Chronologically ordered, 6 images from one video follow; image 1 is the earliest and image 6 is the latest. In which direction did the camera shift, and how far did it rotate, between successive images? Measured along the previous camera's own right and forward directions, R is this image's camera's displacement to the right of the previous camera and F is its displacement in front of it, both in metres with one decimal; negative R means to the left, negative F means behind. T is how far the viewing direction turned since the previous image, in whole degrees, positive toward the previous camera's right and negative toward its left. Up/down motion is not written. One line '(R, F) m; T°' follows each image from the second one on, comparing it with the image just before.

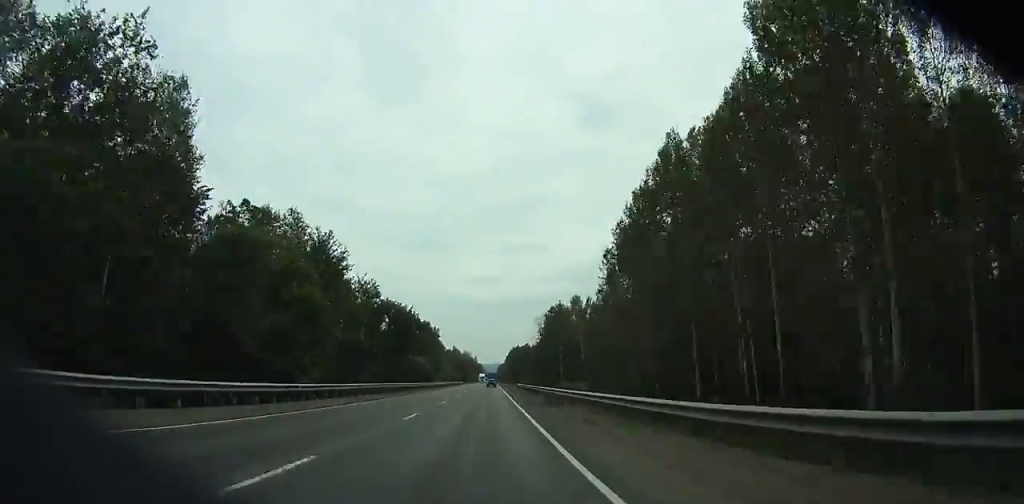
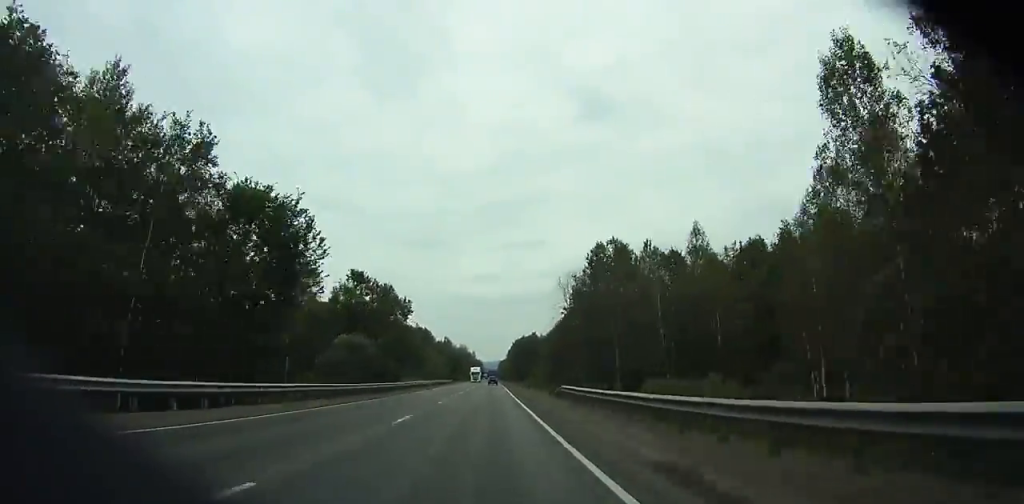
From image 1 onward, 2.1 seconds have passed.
(+0.3, +53.0) m; 0°
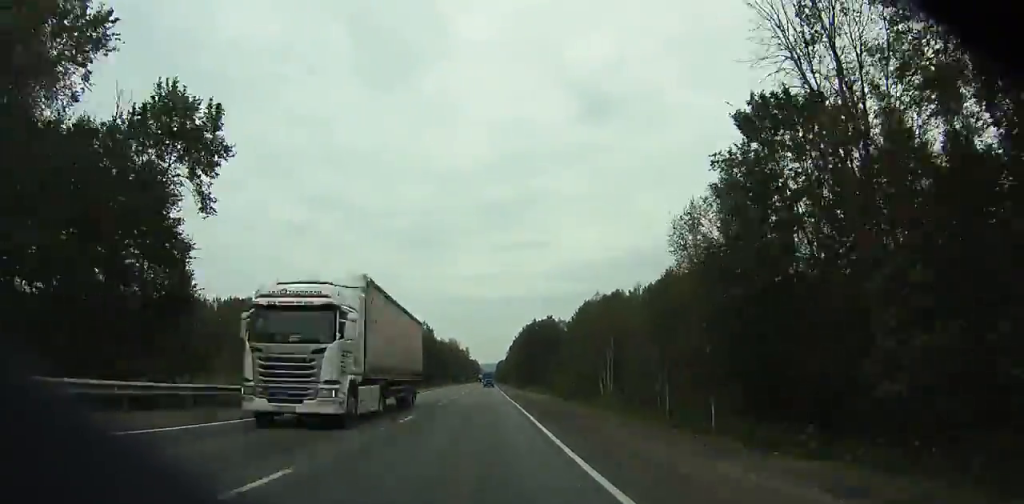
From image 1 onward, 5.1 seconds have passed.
(-0.6, +76.1) m; 0°
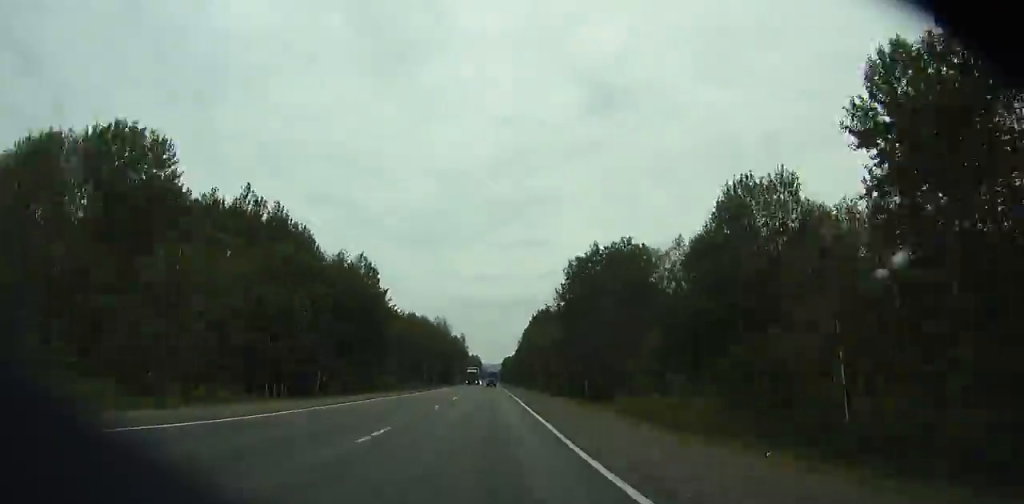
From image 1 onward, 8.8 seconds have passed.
(-0.1, +86.8) m; -1°
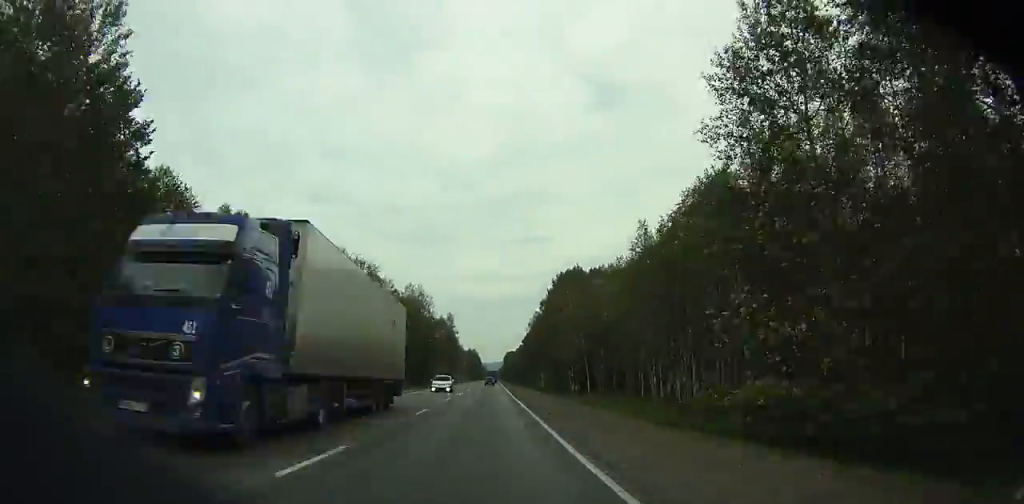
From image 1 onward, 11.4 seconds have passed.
(-0.5, +56.6) m; 0°
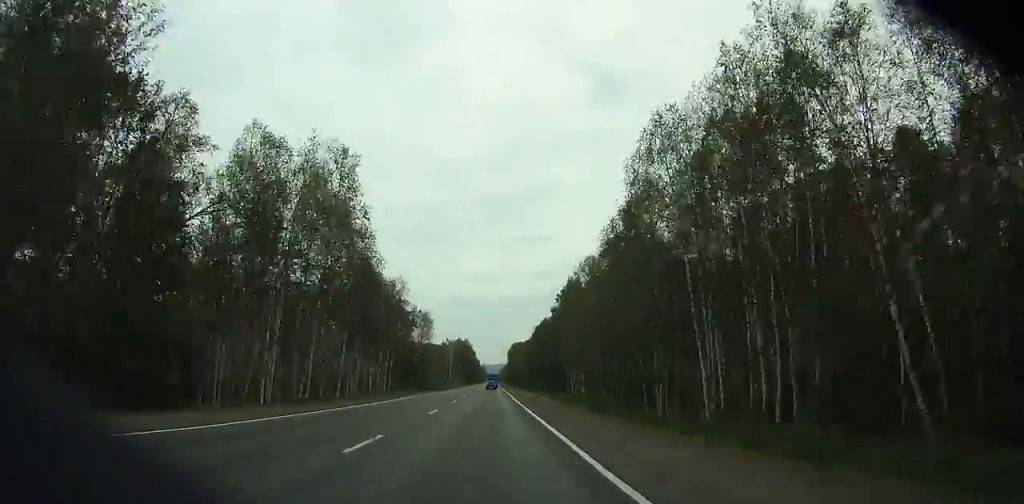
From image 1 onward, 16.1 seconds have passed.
(-0.1, +104.5) m; 0°
